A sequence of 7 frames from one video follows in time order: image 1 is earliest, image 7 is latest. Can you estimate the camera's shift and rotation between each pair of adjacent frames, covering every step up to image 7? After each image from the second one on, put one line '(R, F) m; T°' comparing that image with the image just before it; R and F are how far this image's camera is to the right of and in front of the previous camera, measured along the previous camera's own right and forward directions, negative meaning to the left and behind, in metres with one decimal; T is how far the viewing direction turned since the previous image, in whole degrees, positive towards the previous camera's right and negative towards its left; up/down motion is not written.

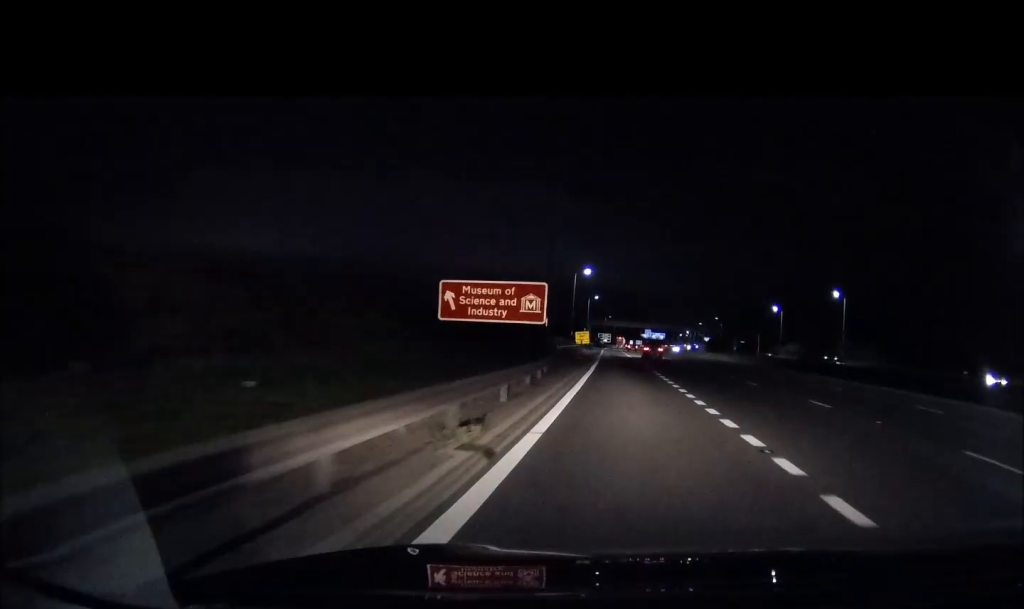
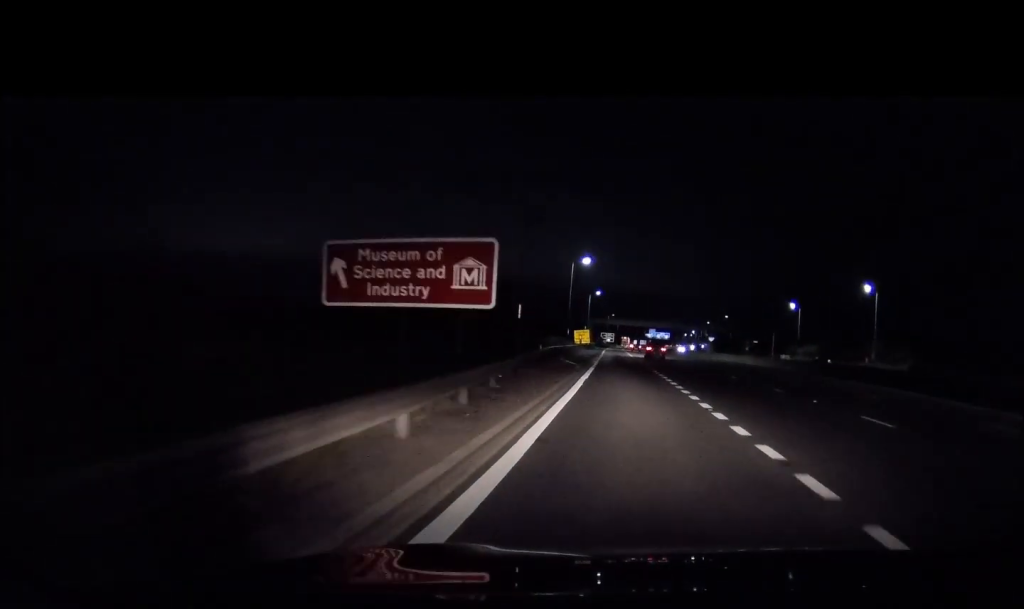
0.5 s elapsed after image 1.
(0.0, +13.1) m; 0°
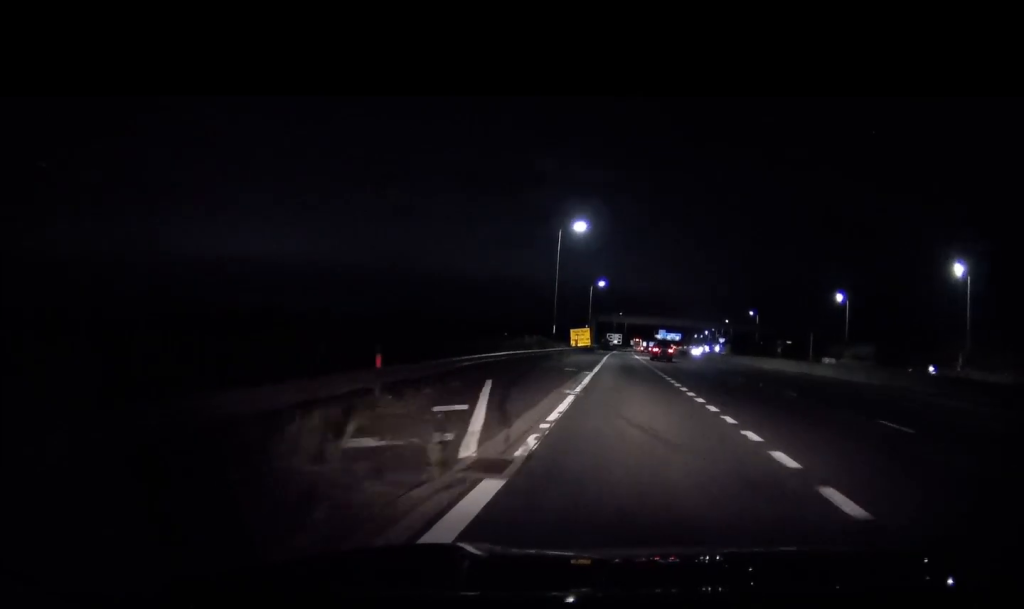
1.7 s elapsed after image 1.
(0.0, +27.4) m; 0°
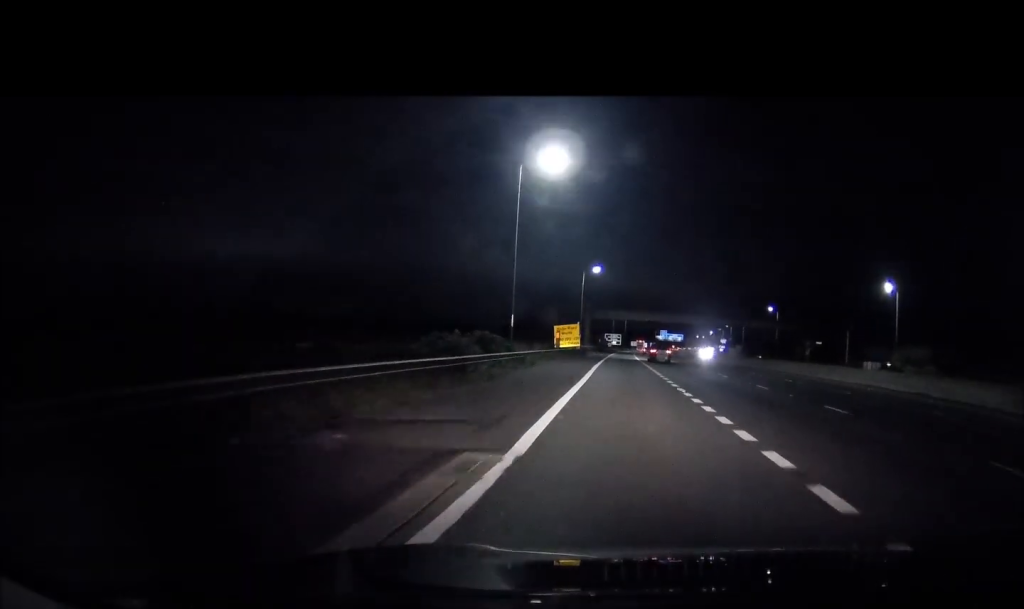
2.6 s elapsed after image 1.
(-0.1, +22.9) m; 0°
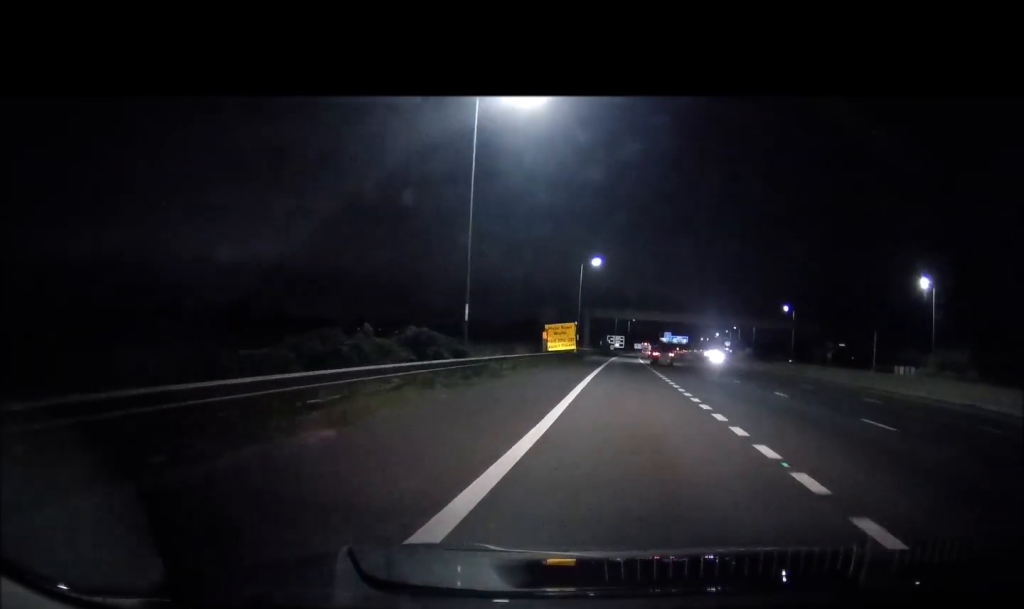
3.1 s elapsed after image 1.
(-0.1, +11.7) m; 0°
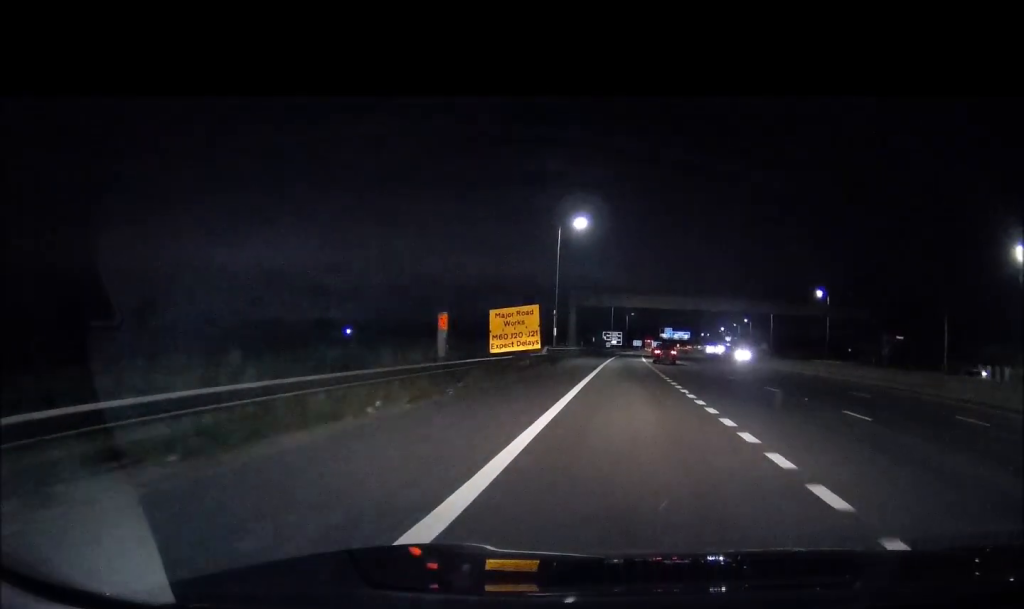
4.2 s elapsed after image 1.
(+0.3, +25.4) m; +1°
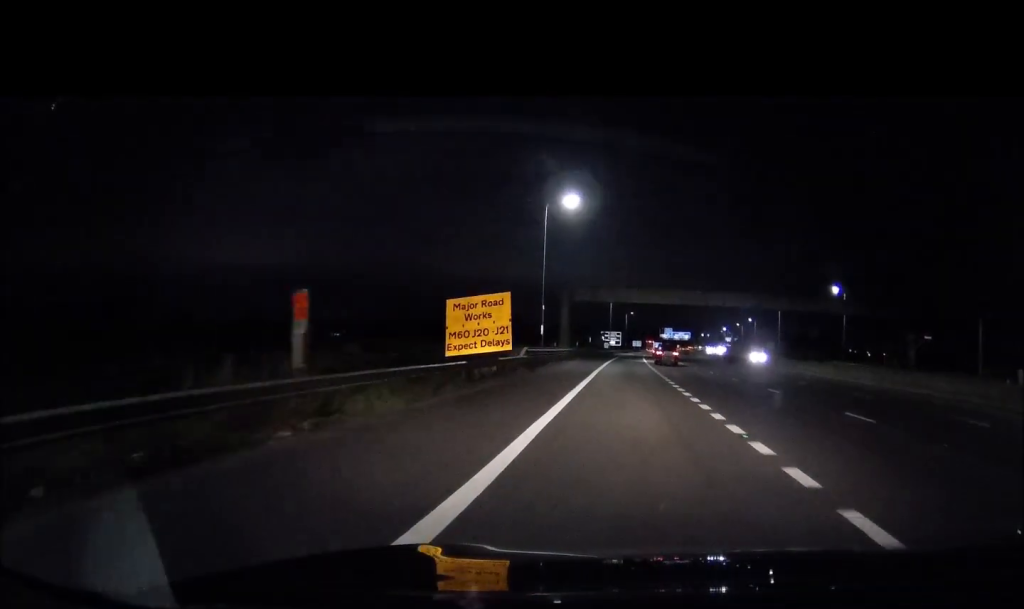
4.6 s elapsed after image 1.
(0.0, +9.1) m; 0°
